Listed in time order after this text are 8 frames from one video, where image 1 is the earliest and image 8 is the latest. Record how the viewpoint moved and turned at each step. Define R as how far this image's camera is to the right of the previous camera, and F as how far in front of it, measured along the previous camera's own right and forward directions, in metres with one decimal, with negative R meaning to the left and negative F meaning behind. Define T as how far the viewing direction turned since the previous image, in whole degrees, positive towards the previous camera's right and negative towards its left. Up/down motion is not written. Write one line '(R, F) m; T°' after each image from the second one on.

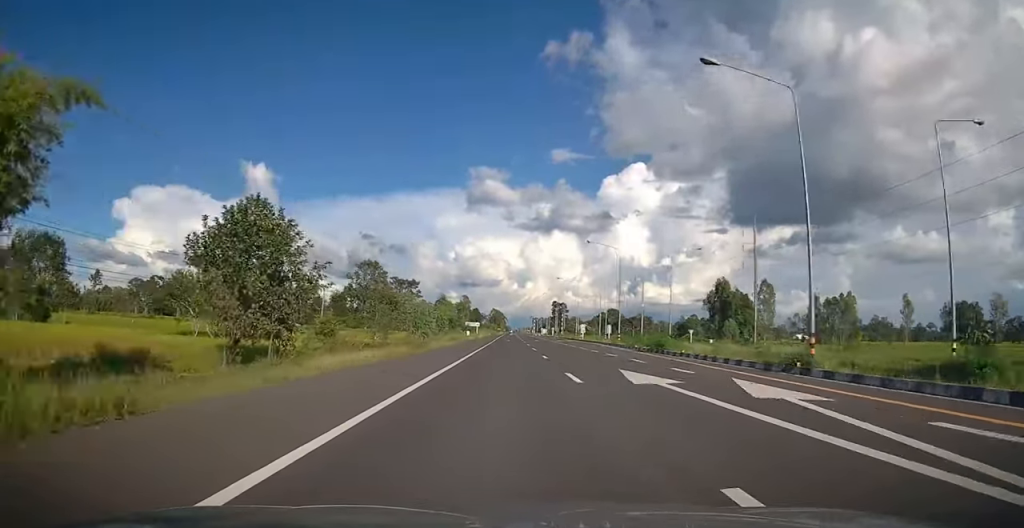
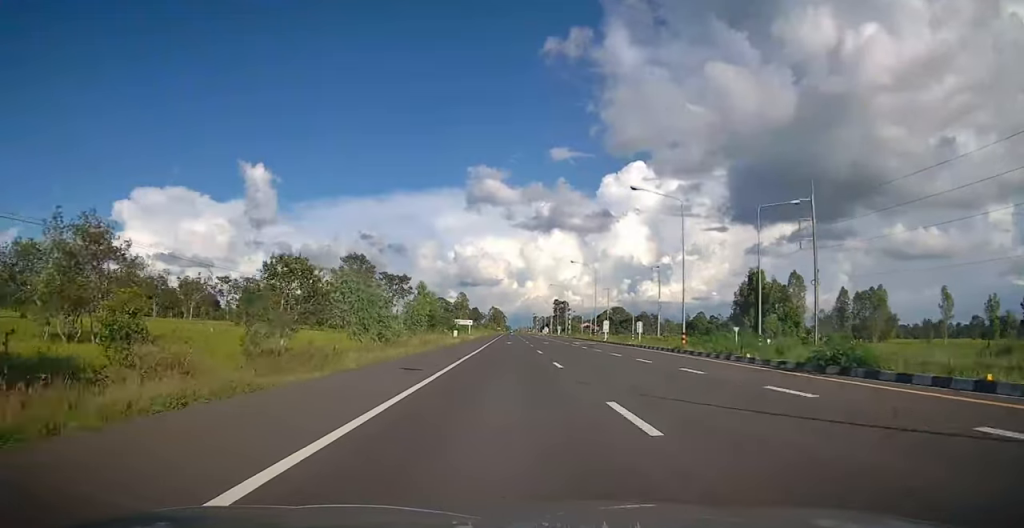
(0.0, +18.8) m; 0°
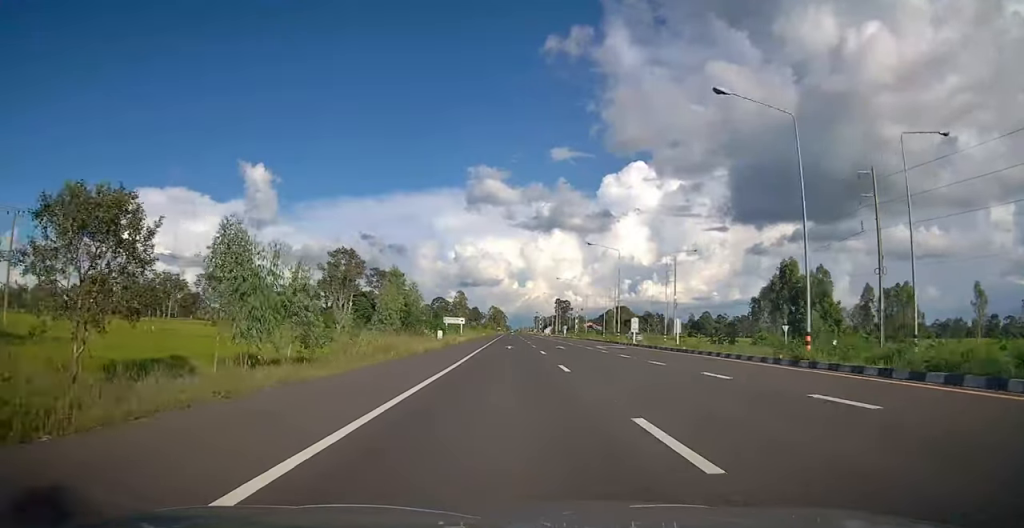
(0.0, +13.9) m; 0°
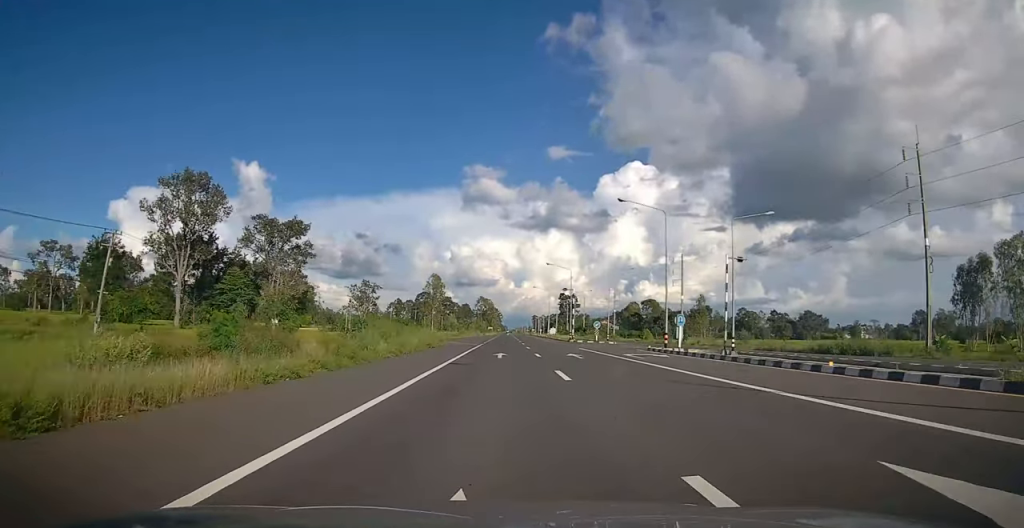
(+0.2, +88.4) m; 0°
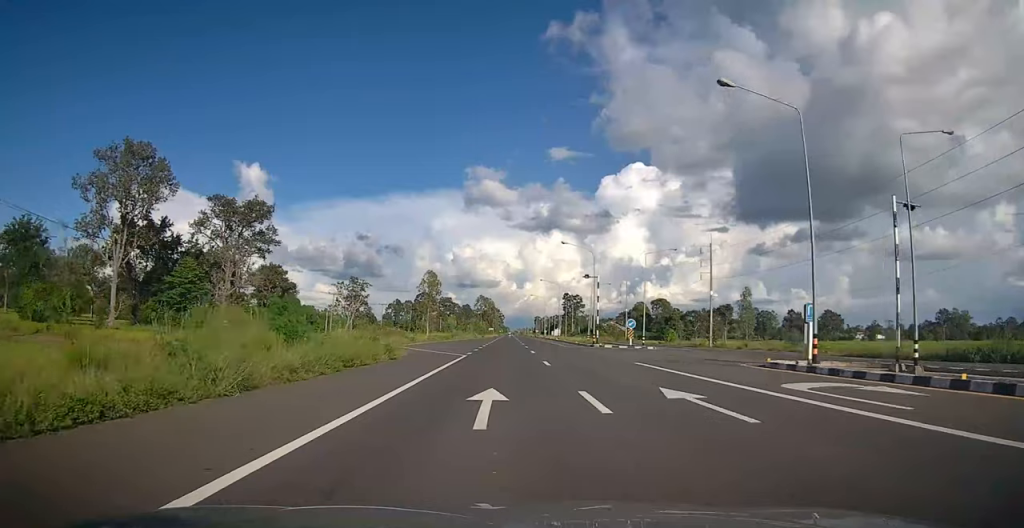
(-0.1, +17.3) m; 0°
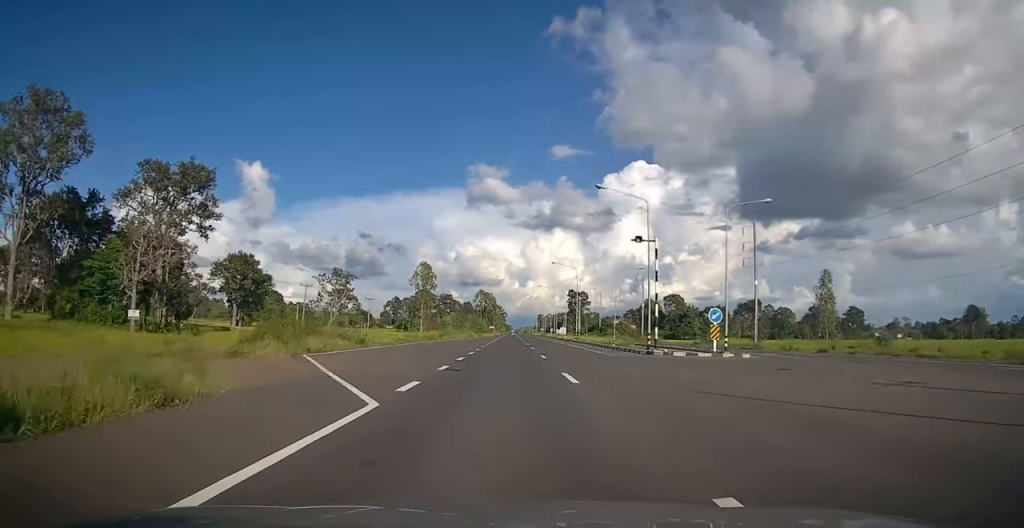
(0.0, +19.5) m; 0°
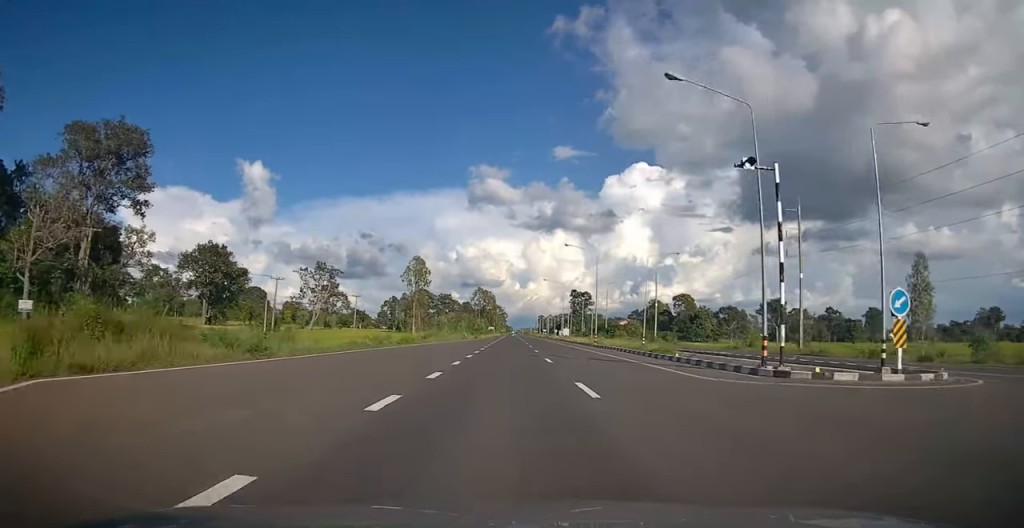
(+0.1, +14.7) m; 0°
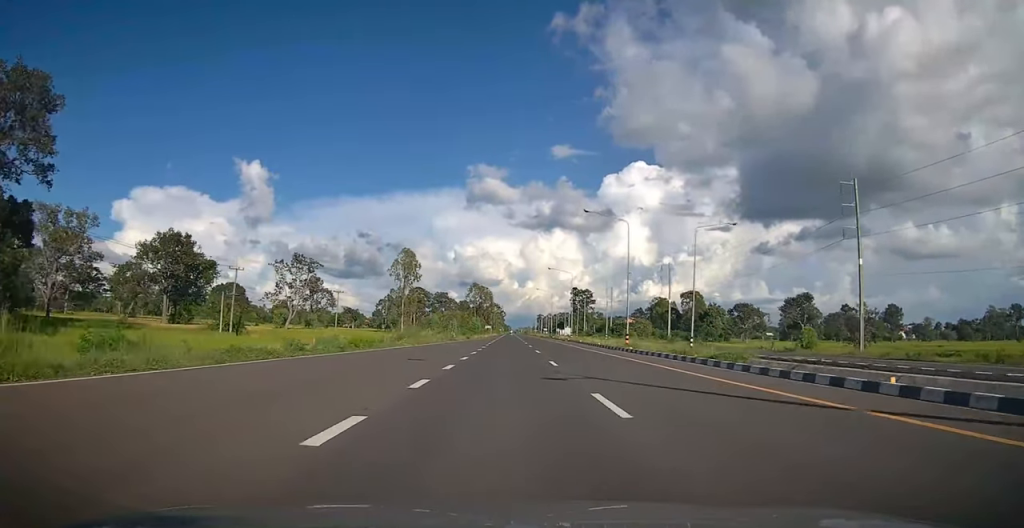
(-0.1, +14.6) m; 0°
